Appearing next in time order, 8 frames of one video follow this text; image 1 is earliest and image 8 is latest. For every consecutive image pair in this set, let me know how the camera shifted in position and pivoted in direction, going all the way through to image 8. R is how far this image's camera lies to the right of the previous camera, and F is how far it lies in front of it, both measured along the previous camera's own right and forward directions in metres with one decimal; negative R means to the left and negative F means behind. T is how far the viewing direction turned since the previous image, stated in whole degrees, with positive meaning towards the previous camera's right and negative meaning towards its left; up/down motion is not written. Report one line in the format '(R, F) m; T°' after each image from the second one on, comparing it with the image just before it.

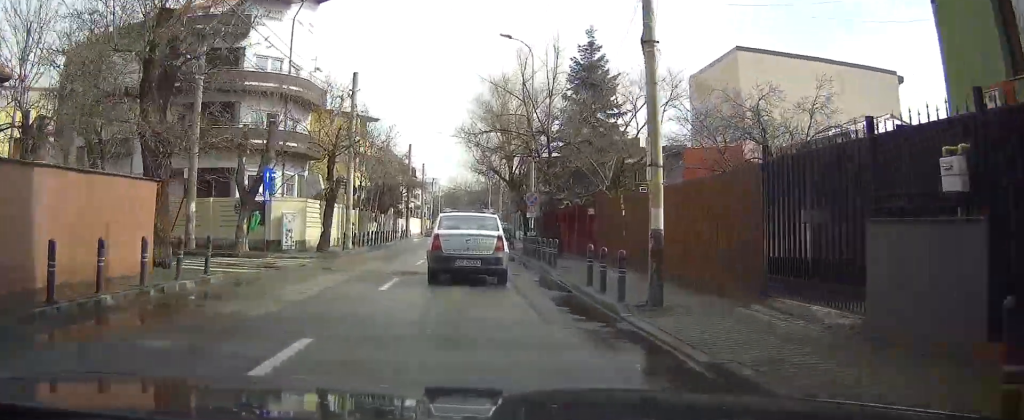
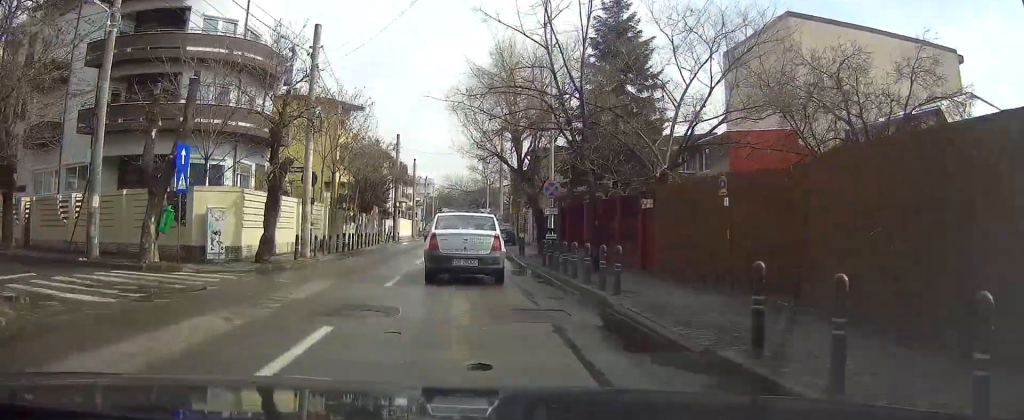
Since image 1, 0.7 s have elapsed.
(0.0, +8.4) m; +1°
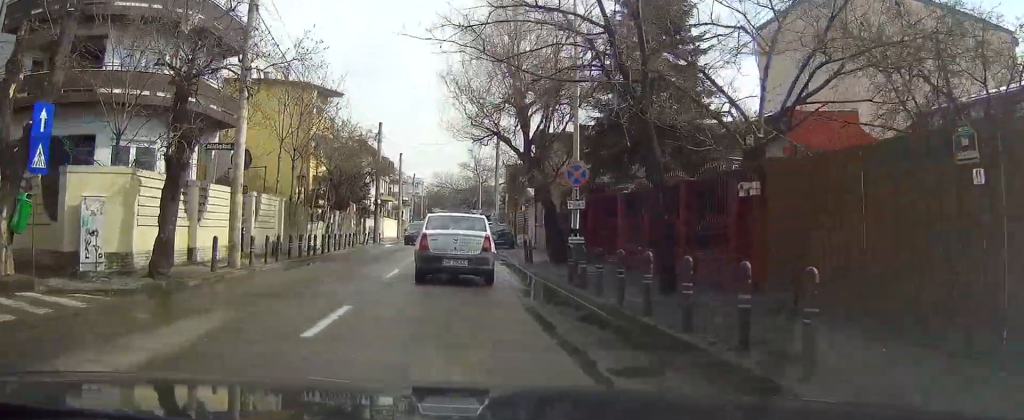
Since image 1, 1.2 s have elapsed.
(+0.1, +7.0) m; 0°
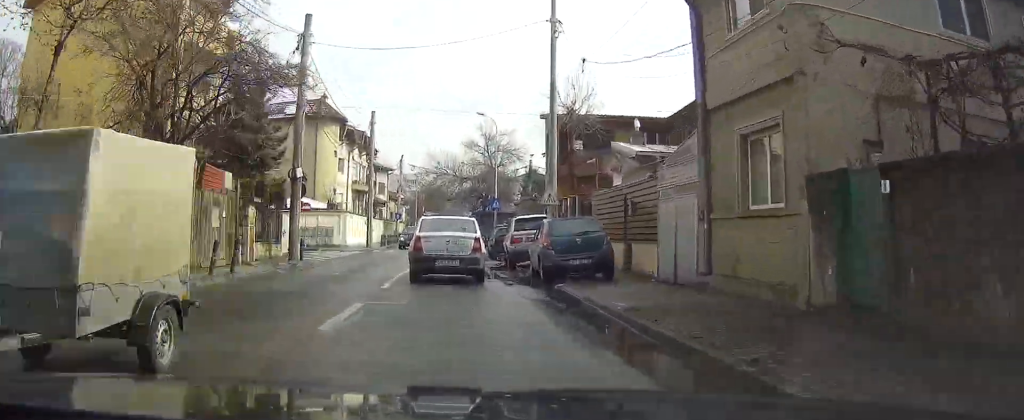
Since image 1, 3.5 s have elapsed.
(-0.1, +27.1) m; -1°
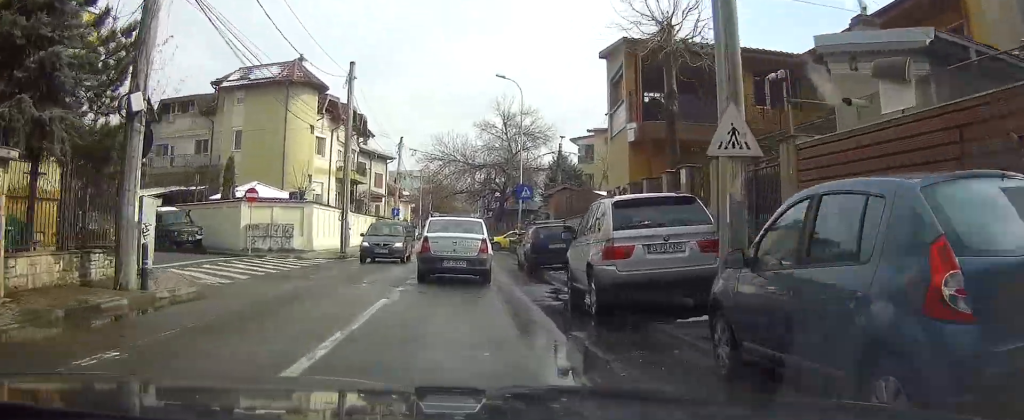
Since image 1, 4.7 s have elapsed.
(0.0, +13.6) m; 0°
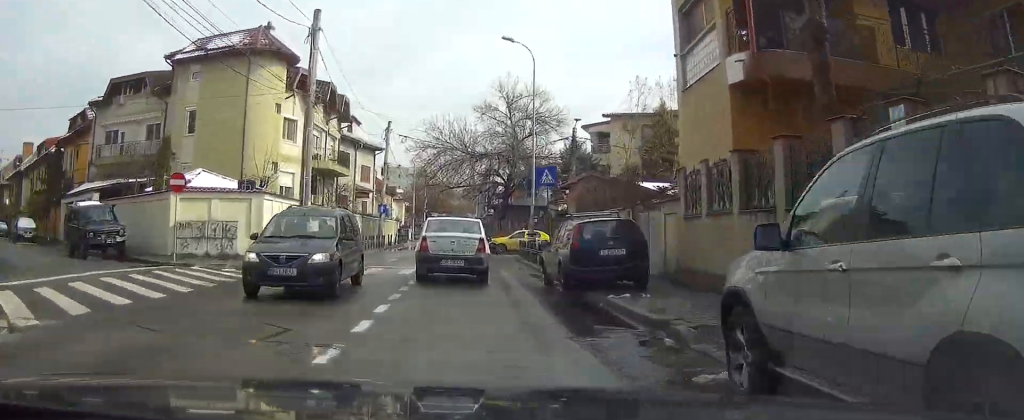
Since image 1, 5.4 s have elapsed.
(0.0, +8.2) m; 0°
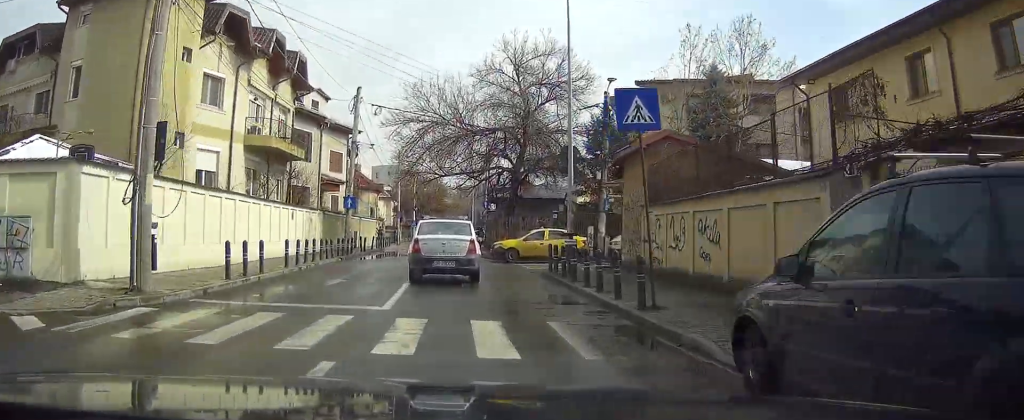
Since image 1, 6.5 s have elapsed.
(0.0, +12.7) m; 0°
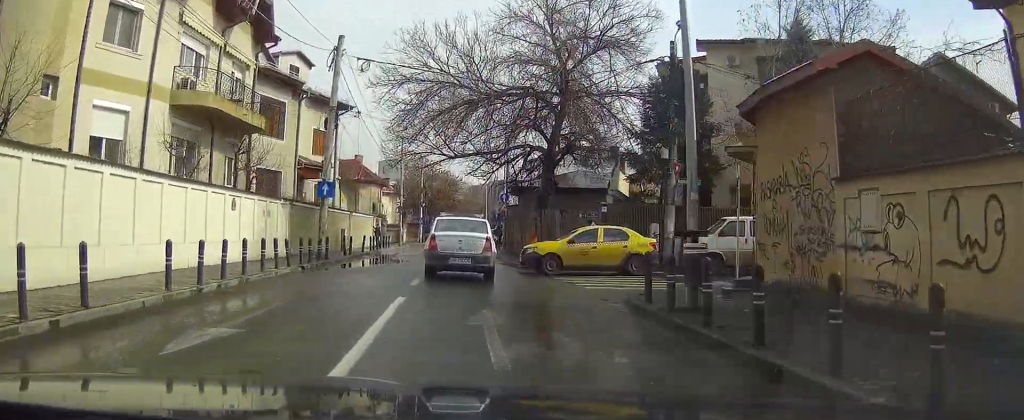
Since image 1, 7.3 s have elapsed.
(0.0, +9.7) m; 0°
